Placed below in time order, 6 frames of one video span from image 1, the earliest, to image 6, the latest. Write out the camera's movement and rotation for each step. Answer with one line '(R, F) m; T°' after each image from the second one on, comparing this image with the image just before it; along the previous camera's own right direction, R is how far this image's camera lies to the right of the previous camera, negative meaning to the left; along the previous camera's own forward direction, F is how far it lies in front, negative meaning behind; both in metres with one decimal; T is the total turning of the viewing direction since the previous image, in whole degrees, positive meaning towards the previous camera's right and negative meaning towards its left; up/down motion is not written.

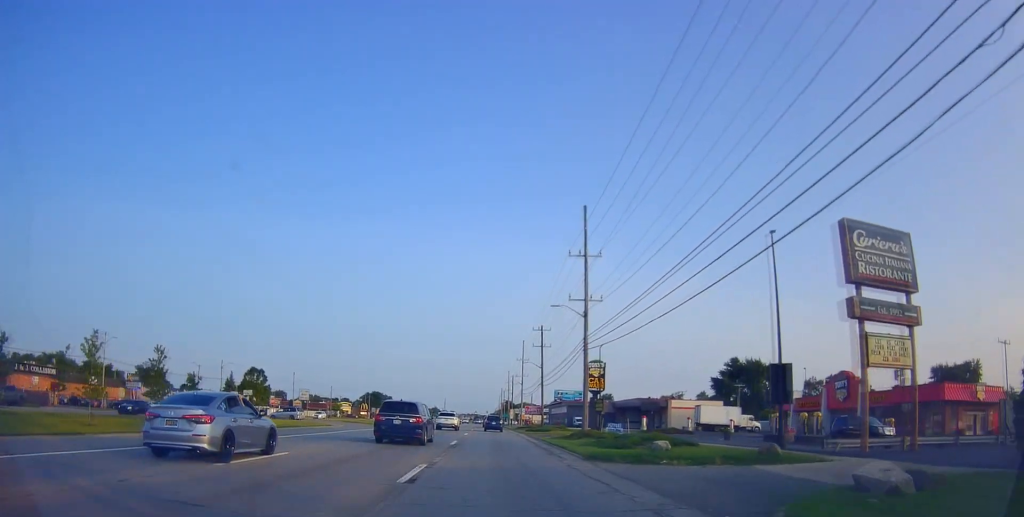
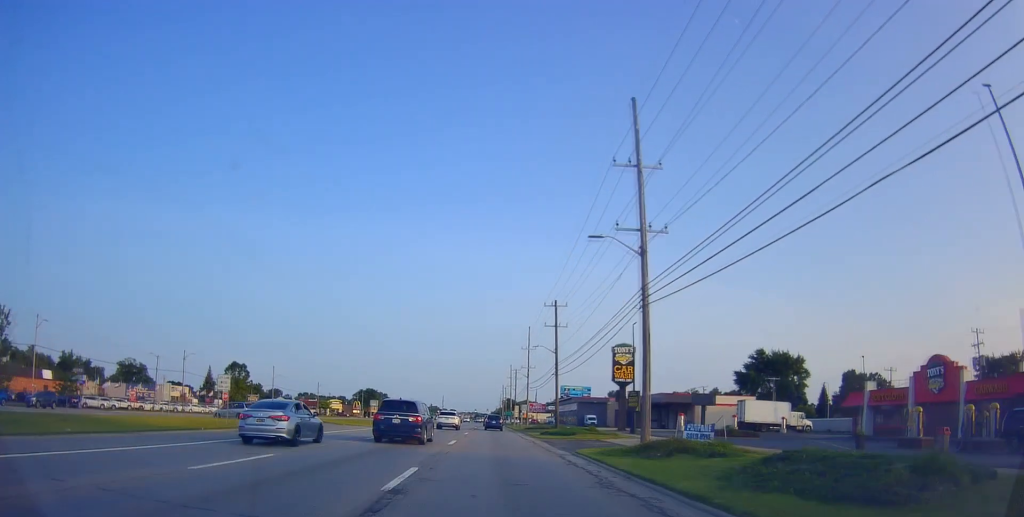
(+0.6, +15.8) m; 0°
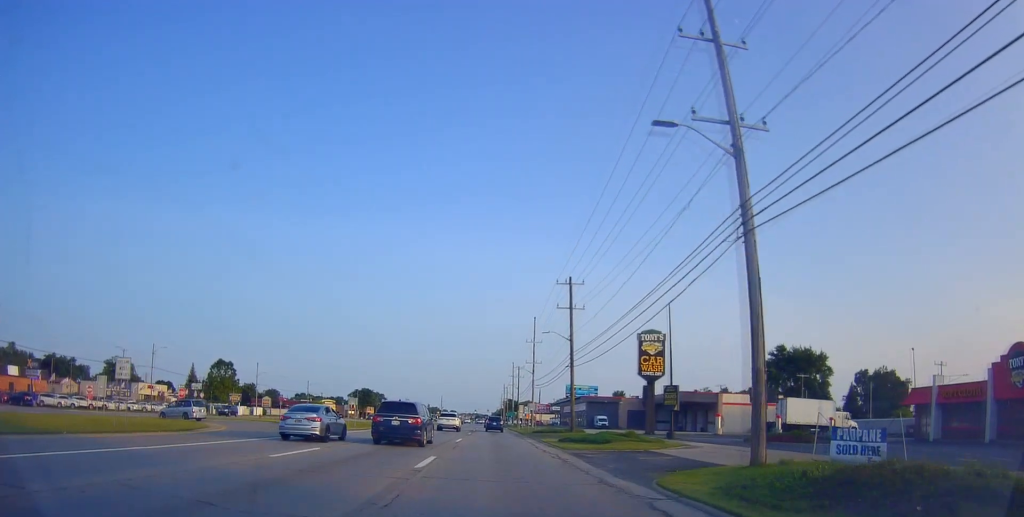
(-0.4, +10.8) m; 0°
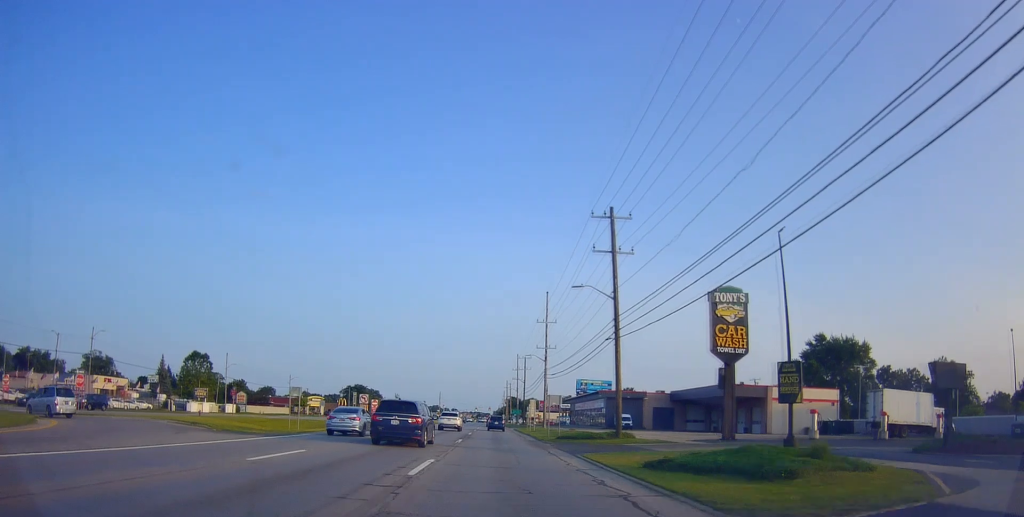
(+0.1, +17.3) m; +1°
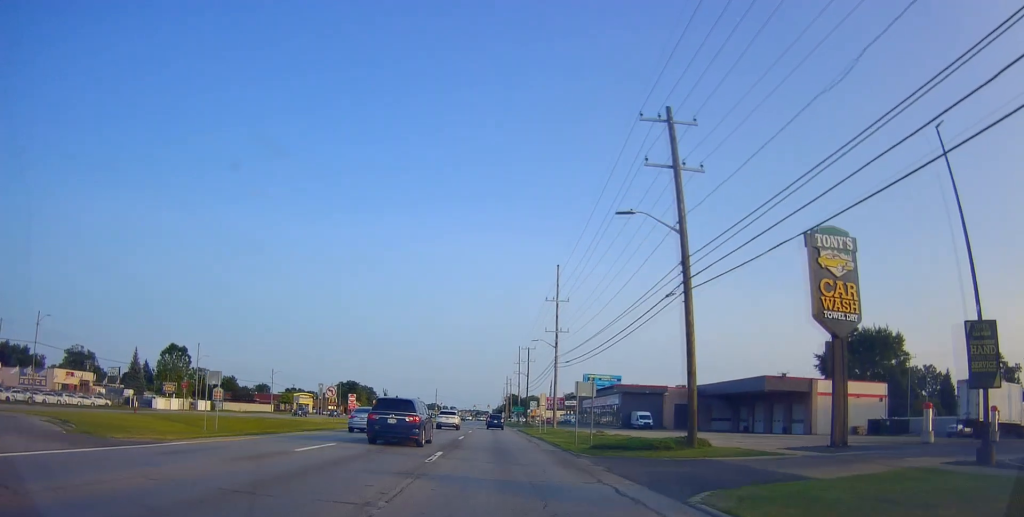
(+0.3, +12.3) m; +1°
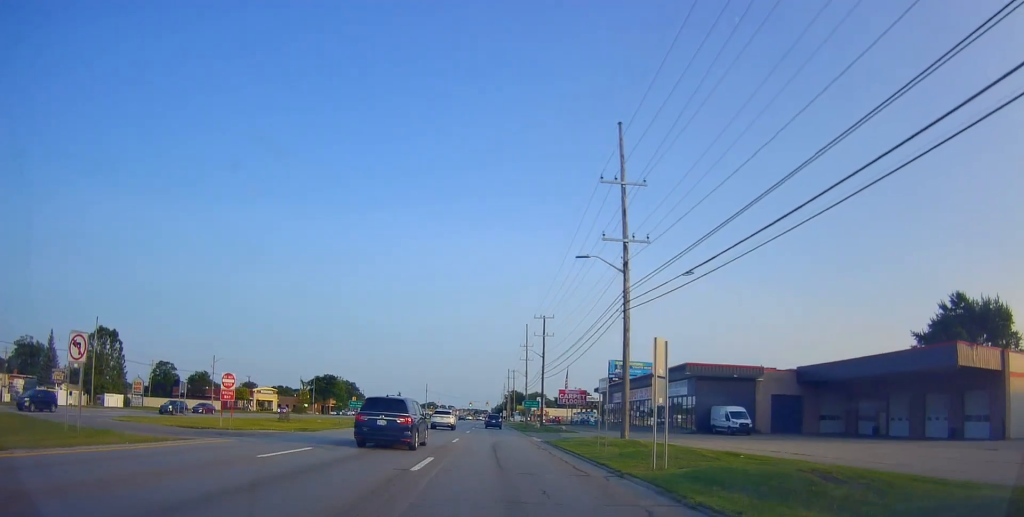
(-0.1, +31.8) m; -1°
